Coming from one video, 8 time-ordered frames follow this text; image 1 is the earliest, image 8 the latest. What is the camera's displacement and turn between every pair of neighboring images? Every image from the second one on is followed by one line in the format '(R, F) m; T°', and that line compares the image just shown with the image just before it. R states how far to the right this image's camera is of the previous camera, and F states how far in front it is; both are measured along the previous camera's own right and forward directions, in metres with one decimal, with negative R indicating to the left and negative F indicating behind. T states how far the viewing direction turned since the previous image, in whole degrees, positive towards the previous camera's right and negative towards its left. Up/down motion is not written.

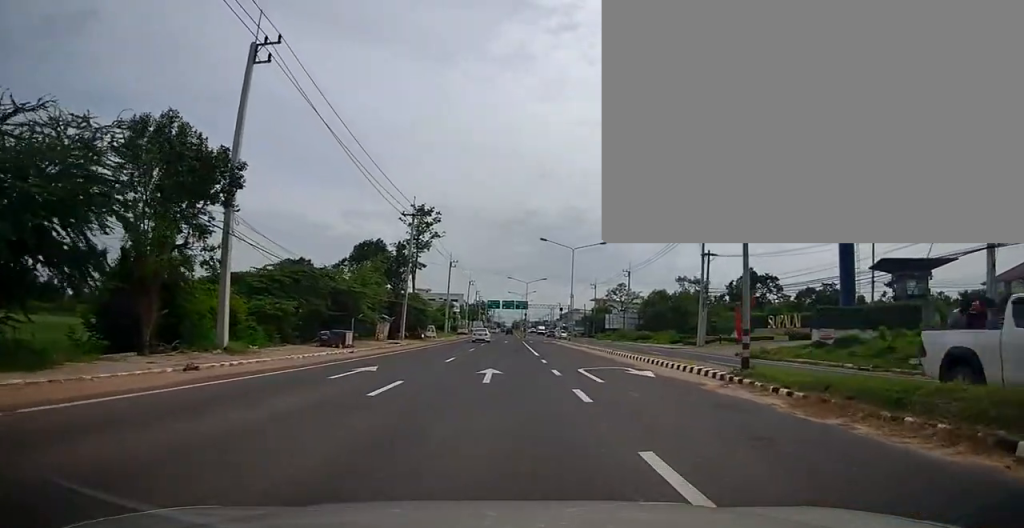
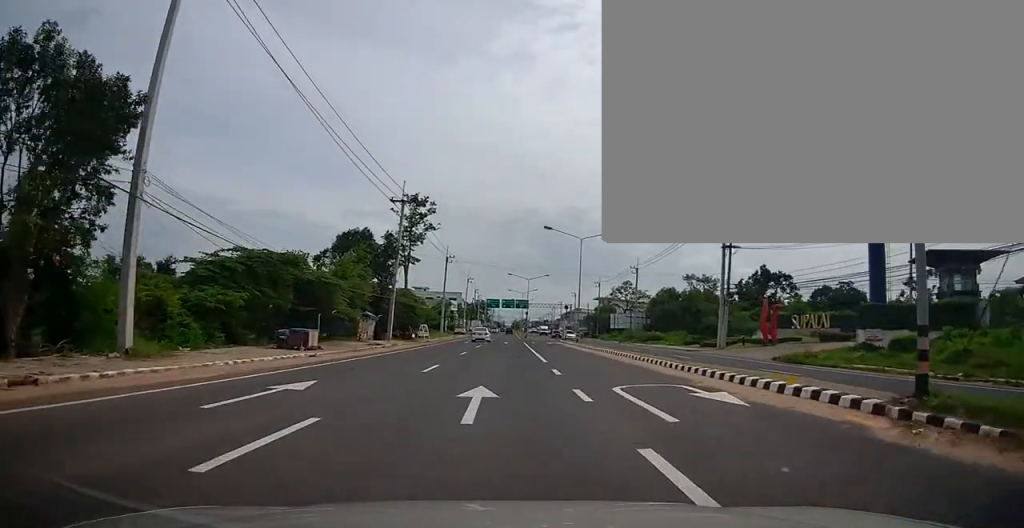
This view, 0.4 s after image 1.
(0.0, +6.0) m; +1°
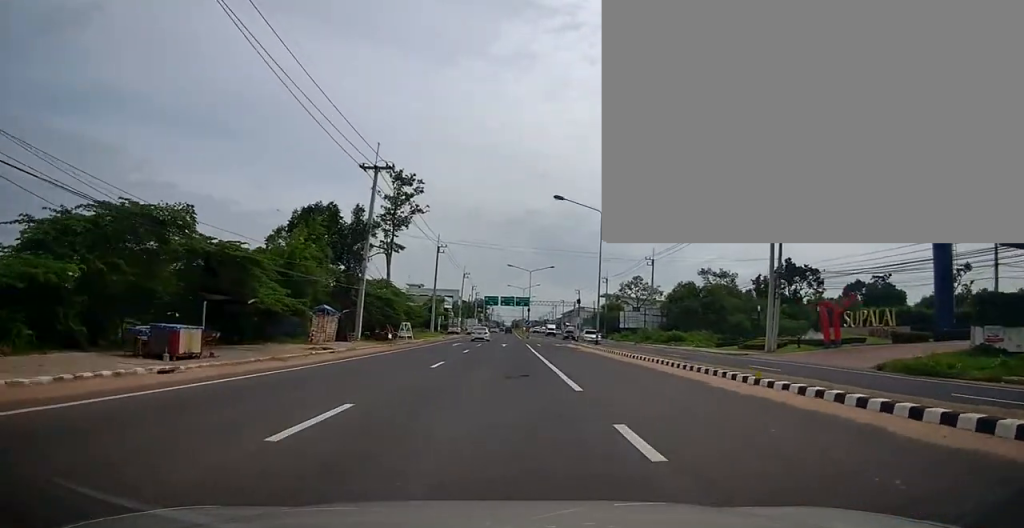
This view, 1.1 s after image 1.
(+0.5, +10.6) m; 0°
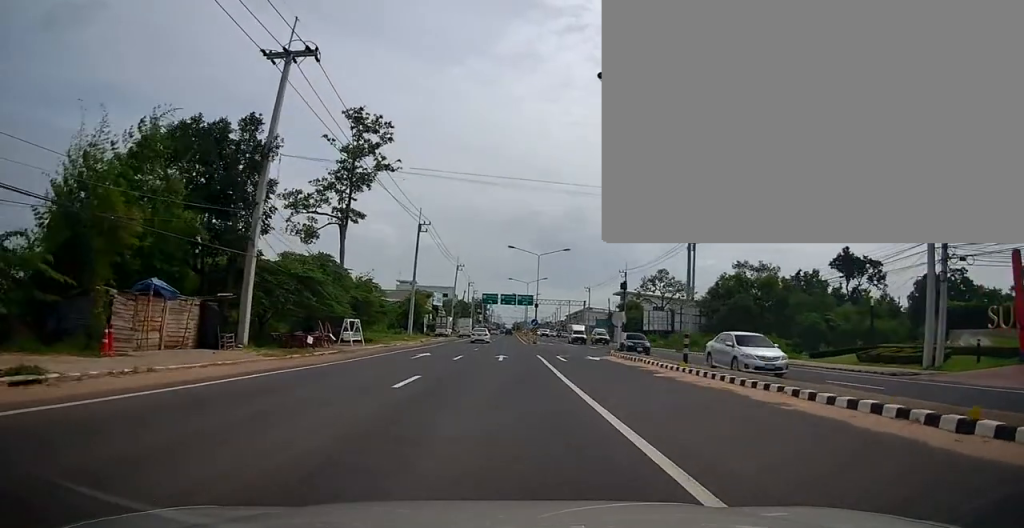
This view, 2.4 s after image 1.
(-0.7, +18.3) m; -3°
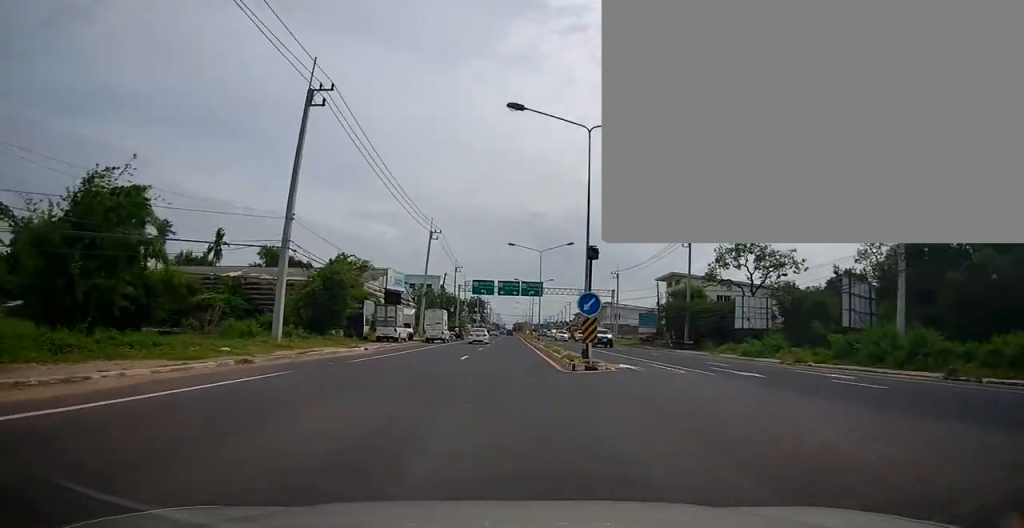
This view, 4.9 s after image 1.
(+0.2, +36.0) m; +1°
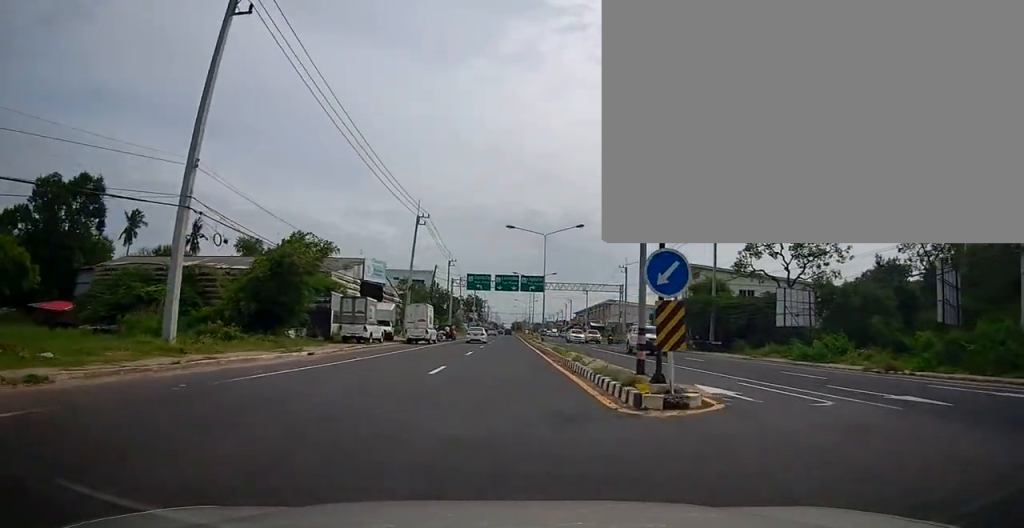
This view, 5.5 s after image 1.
(0.0, +8.8) m; 0°
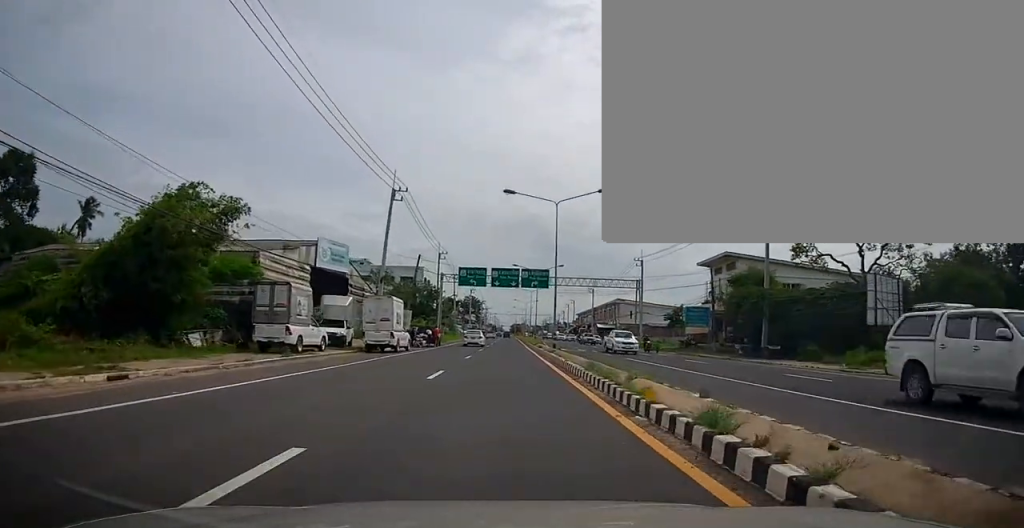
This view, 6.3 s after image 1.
(0.0, +12.4) m; 0°
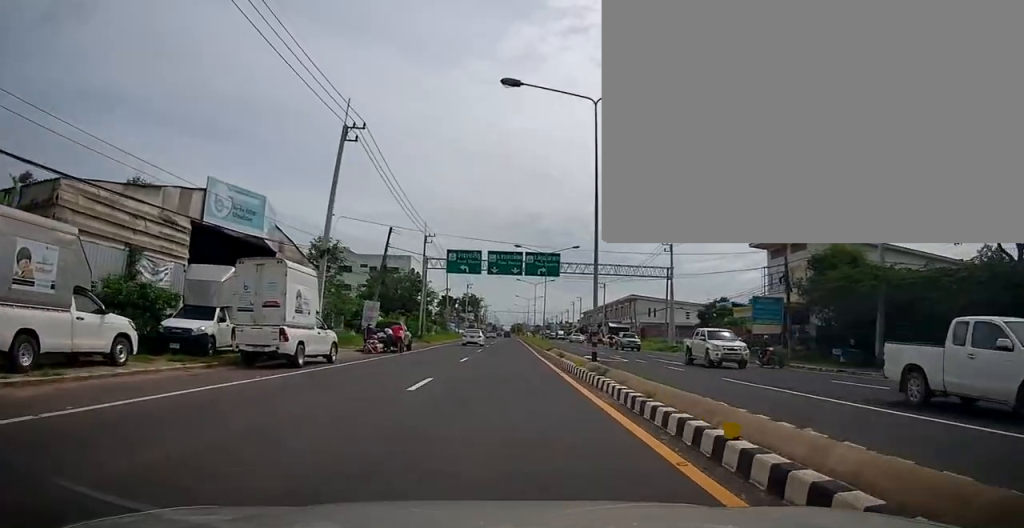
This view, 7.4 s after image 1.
(0.0, +15.1) m; 0°
